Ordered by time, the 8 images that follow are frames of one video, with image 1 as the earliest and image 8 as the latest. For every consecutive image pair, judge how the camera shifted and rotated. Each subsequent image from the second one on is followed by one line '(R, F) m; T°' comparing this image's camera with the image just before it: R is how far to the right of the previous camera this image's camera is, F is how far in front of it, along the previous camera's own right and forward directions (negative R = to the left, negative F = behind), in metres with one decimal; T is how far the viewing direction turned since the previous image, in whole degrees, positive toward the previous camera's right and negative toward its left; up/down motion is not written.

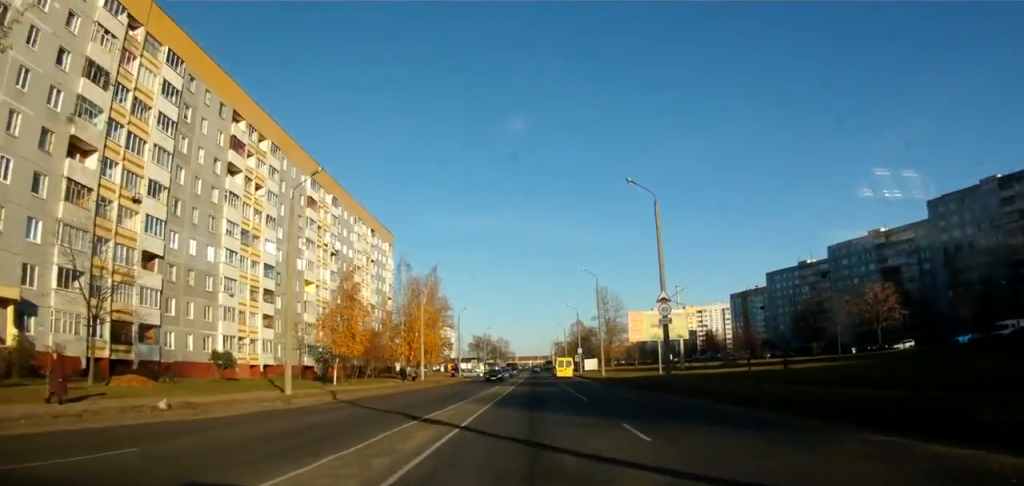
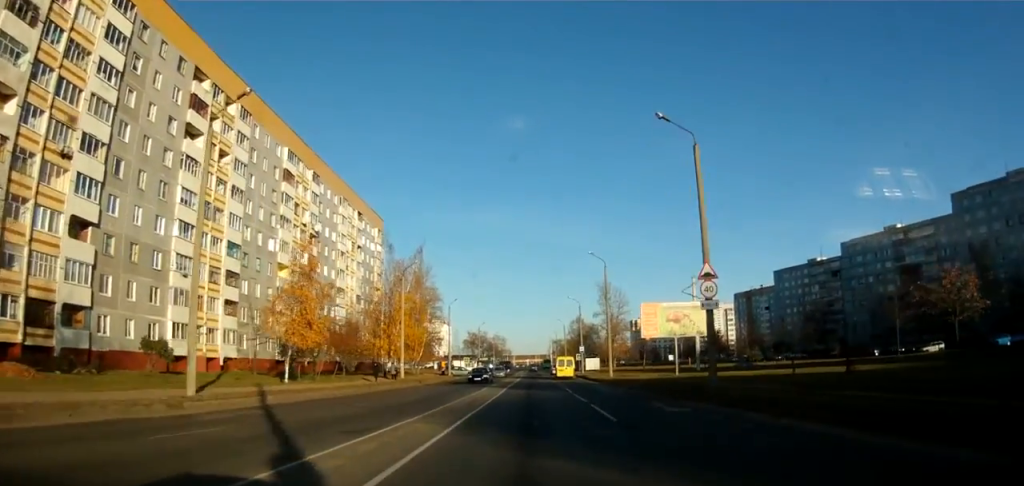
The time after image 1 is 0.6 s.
(-0.1, +8.5) m; +1°
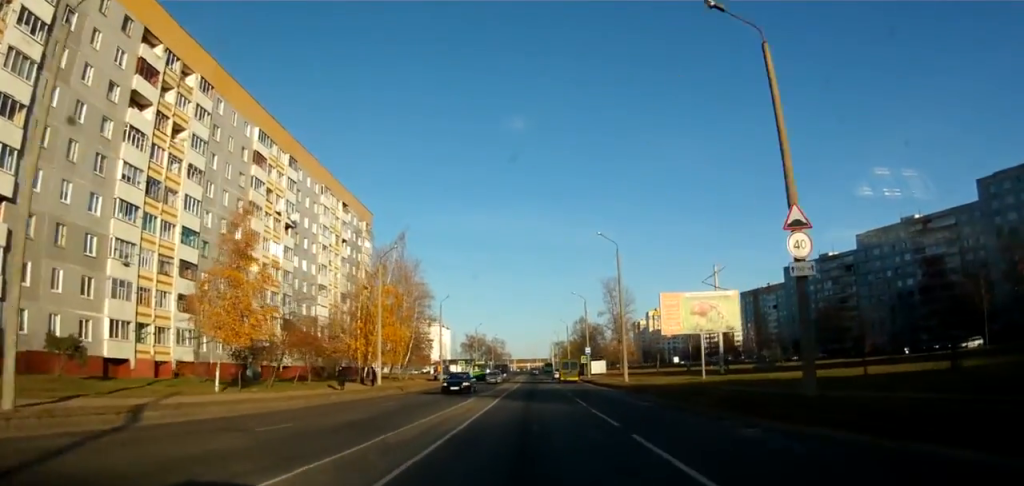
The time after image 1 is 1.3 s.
(0.0, +9.0) m; +1°
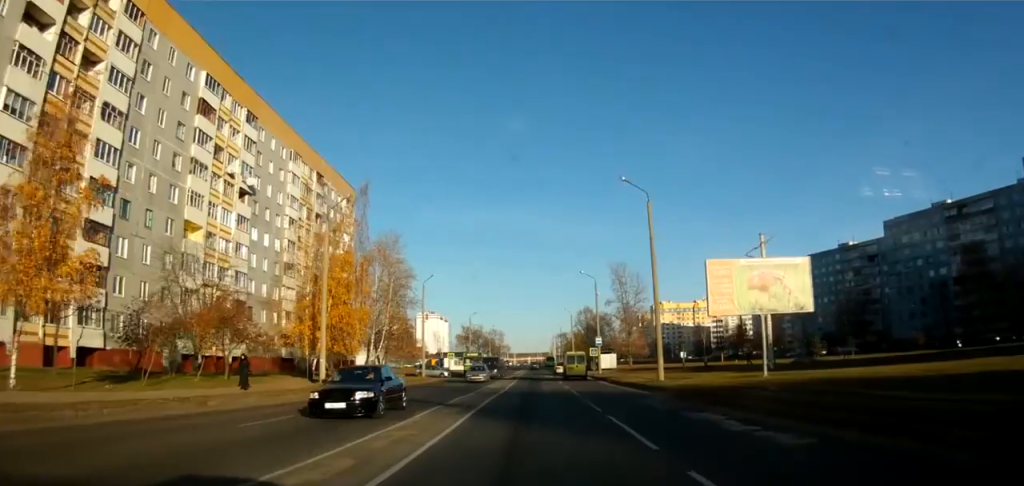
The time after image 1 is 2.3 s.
(+0.4, +13.2) m; +1°
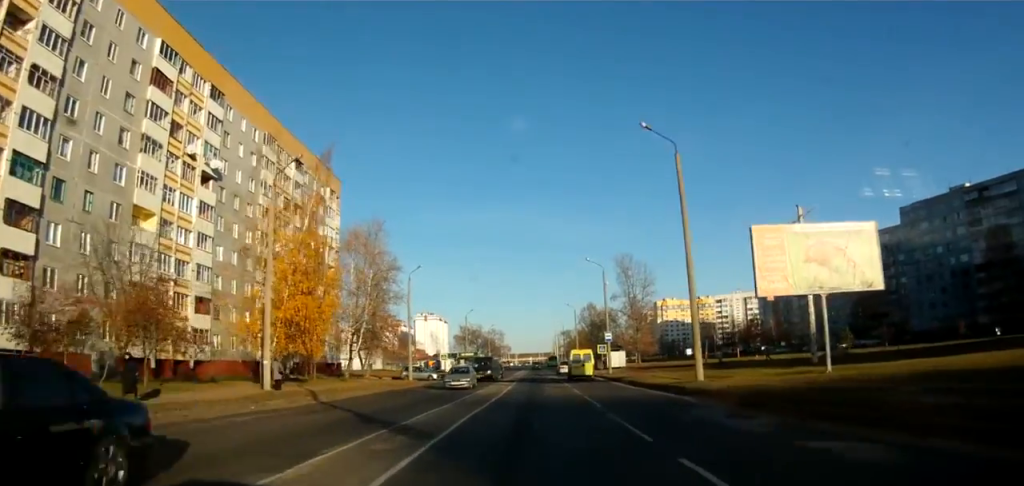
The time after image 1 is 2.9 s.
(0.0, +7.8) m; -2°
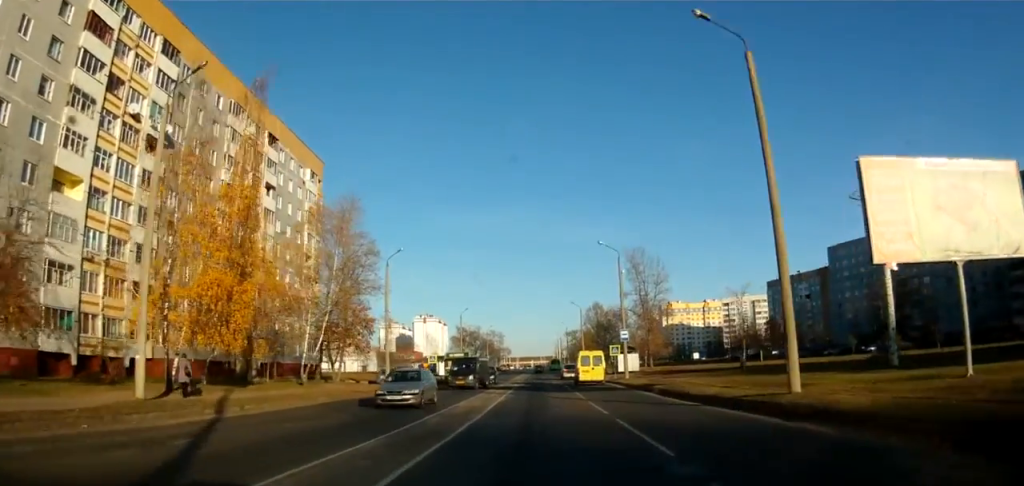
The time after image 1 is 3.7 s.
(-0.3, +9.7) m; -1°
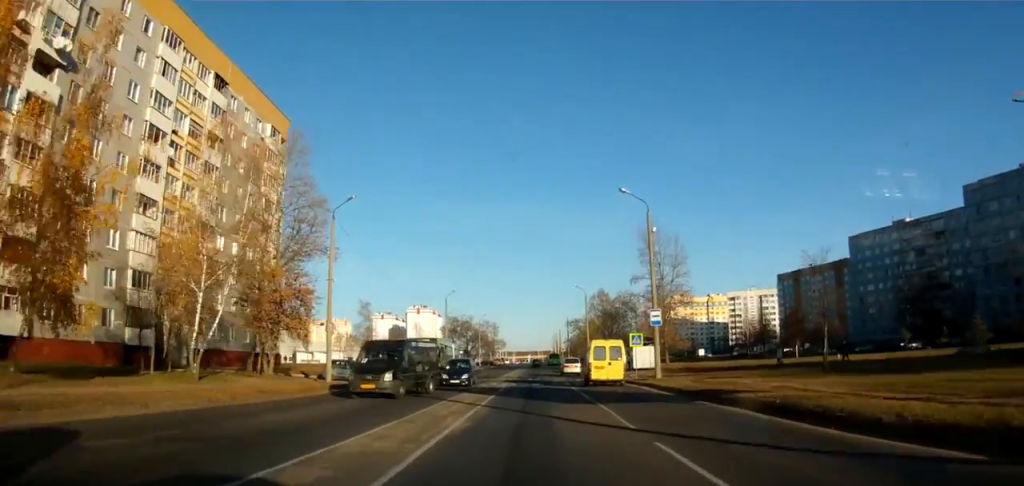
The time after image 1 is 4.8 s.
(+0.1, +14.1) m; +1°
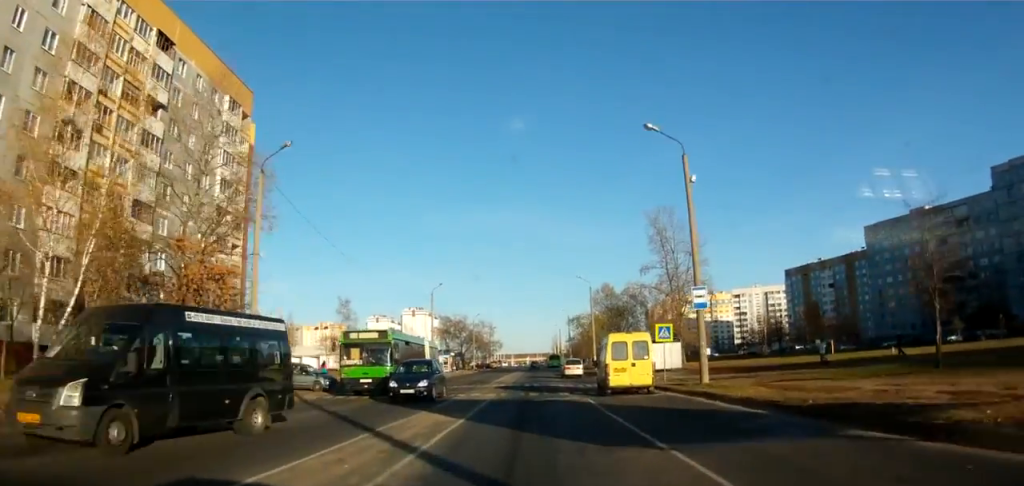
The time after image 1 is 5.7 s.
(0.0, +9.8) m; -1°
